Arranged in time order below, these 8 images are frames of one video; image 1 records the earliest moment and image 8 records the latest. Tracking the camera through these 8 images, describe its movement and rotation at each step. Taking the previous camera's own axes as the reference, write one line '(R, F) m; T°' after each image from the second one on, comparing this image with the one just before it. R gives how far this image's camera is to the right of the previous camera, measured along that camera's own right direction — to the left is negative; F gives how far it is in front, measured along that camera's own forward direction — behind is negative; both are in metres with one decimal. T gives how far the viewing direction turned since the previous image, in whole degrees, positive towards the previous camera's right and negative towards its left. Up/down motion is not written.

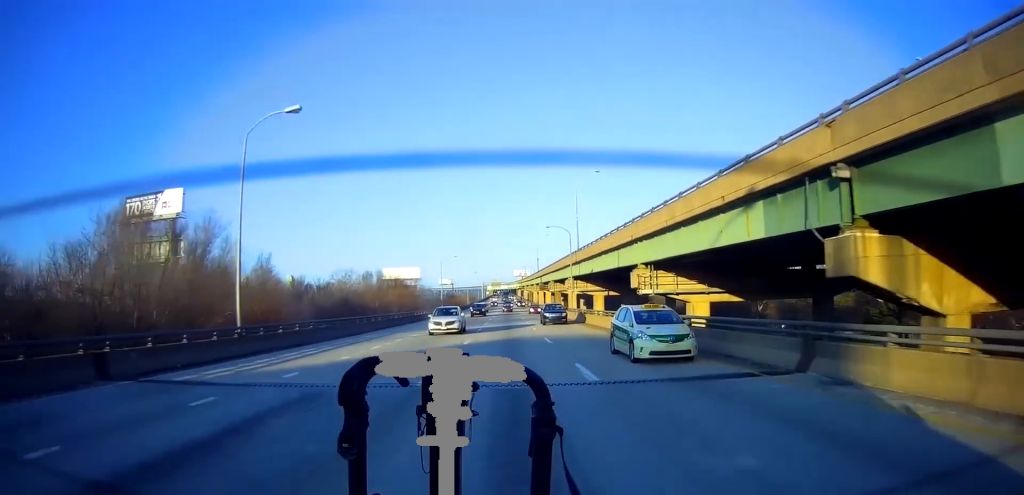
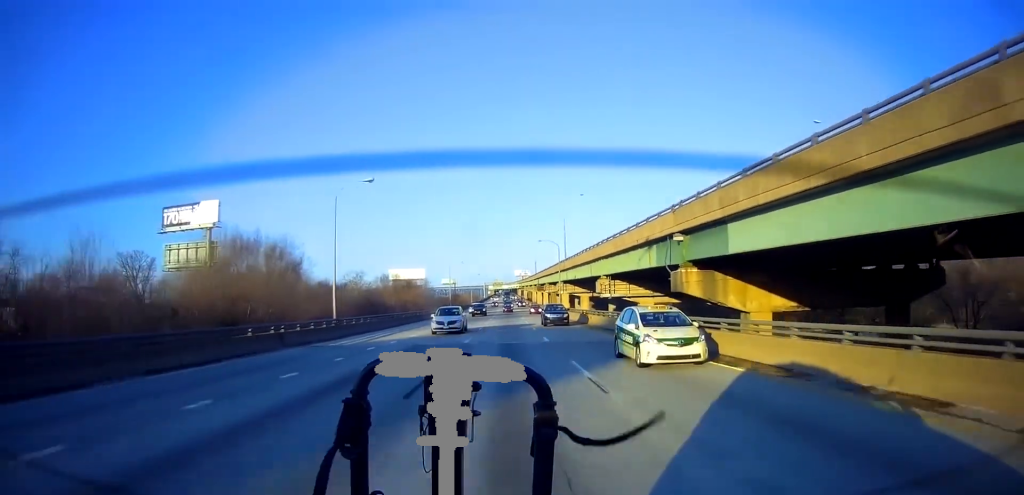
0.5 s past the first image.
(0.0, +13.8) m; 0°
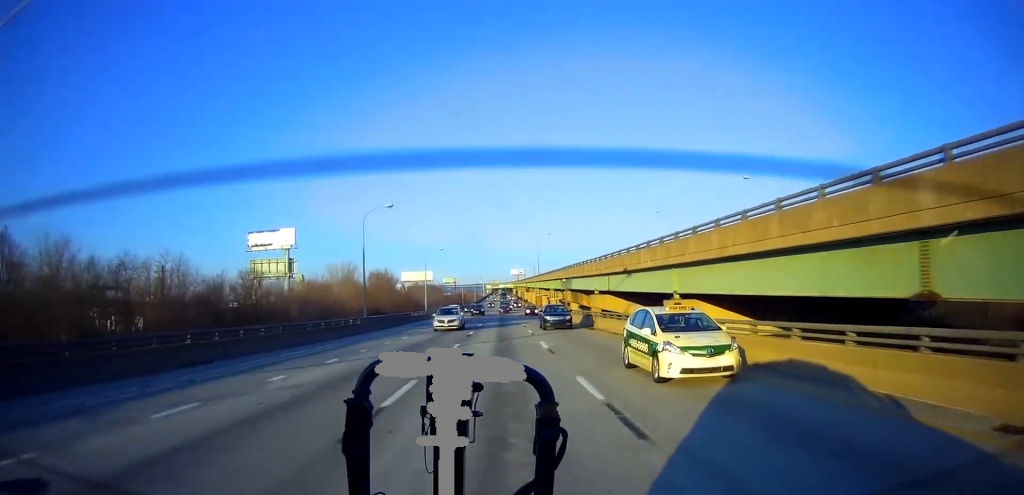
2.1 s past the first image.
(-0.1, +45.6) m; 0°
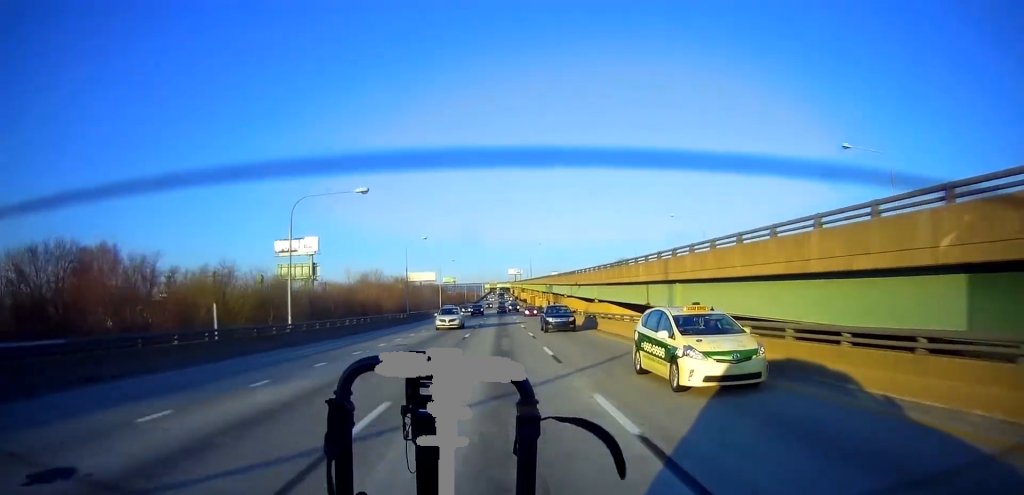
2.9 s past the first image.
(0.0, +22.1) m; 0°
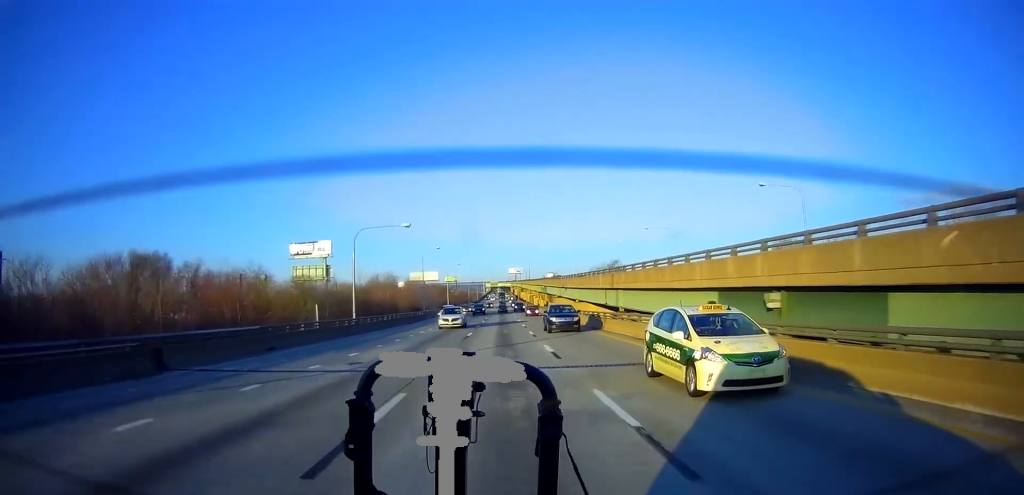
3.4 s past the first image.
(-0.1, +13.2) m; 0°
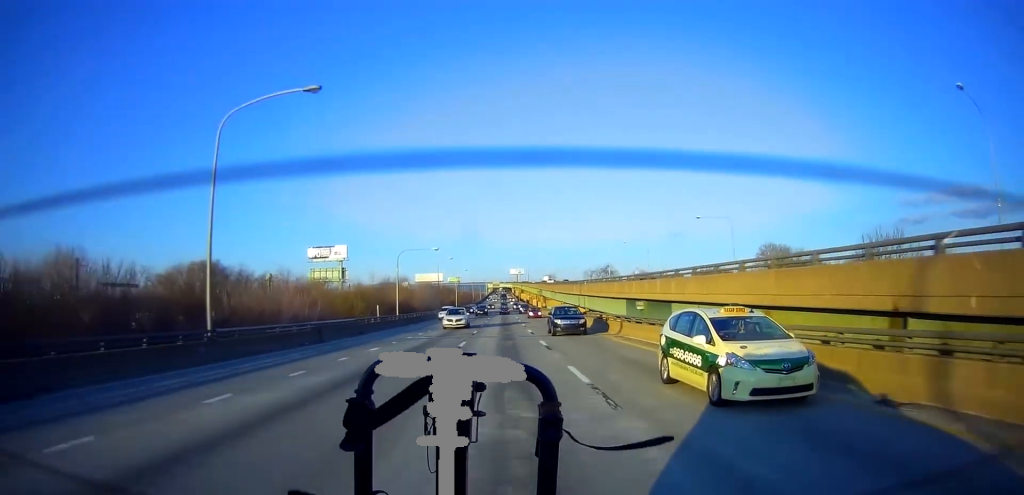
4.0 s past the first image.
(0.0, +16.9) m; -1°
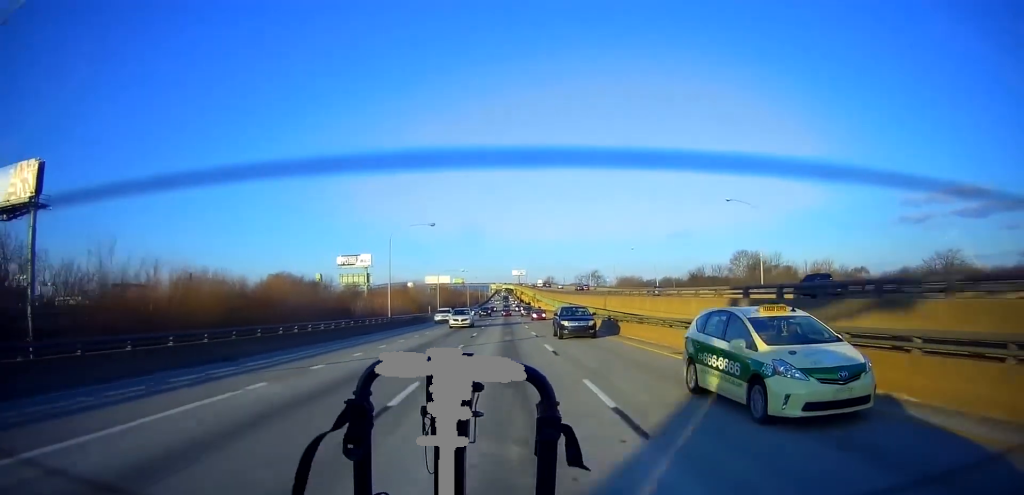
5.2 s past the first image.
(-0.7, +34.3) m; -1°
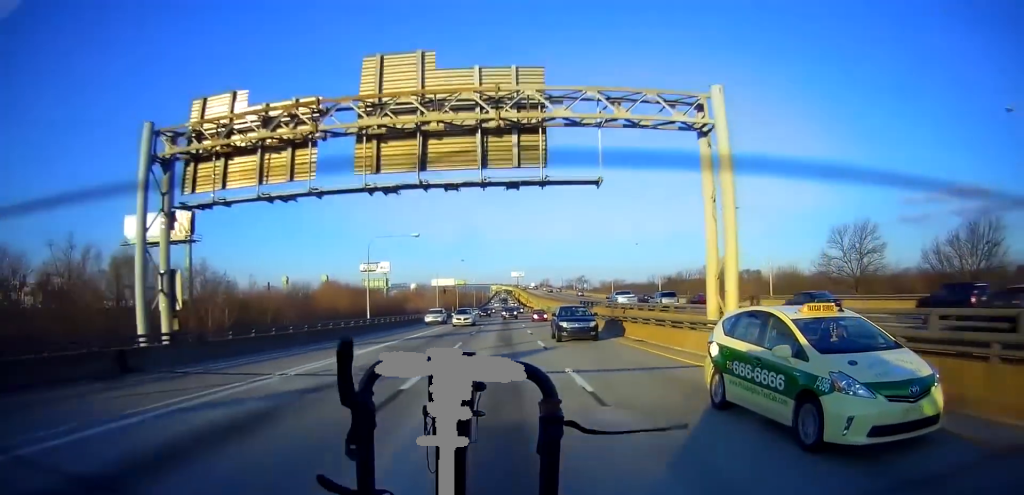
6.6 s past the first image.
(+0.6, +39.8) m; +2°
